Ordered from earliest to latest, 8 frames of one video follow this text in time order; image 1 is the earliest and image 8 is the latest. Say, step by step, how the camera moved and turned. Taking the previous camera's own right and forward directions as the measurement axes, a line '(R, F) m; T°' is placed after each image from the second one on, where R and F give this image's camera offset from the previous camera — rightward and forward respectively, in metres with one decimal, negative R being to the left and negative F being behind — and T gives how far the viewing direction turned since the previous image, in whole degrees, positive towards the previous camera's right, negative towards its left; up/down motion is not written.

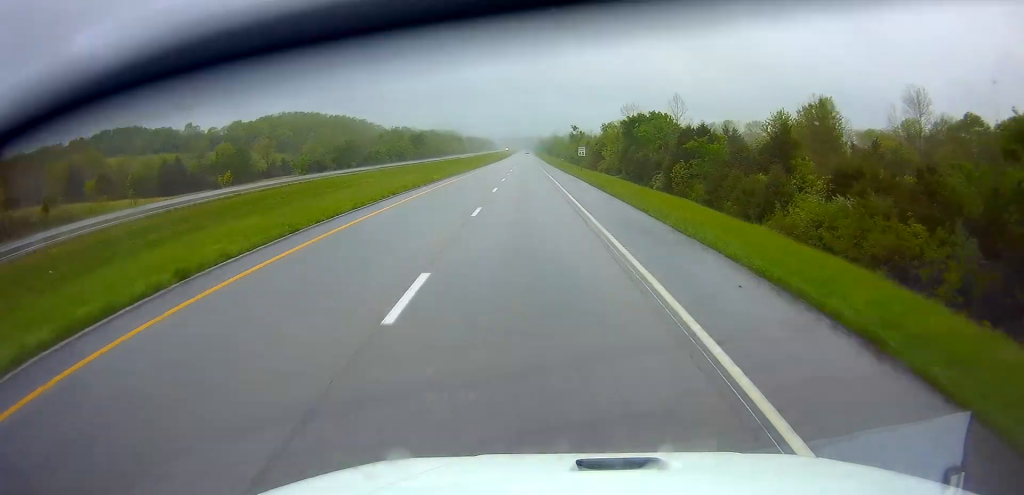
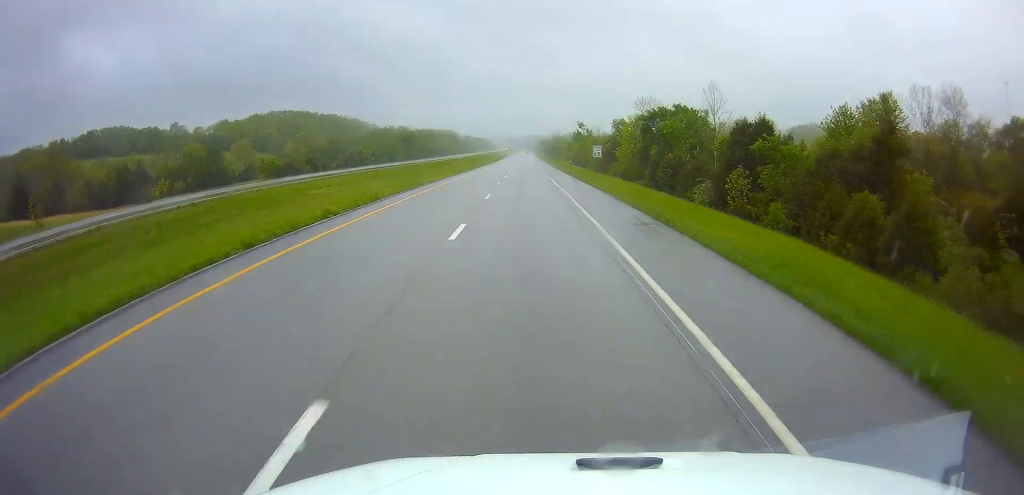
(+0.2, +17.7) m; 0°
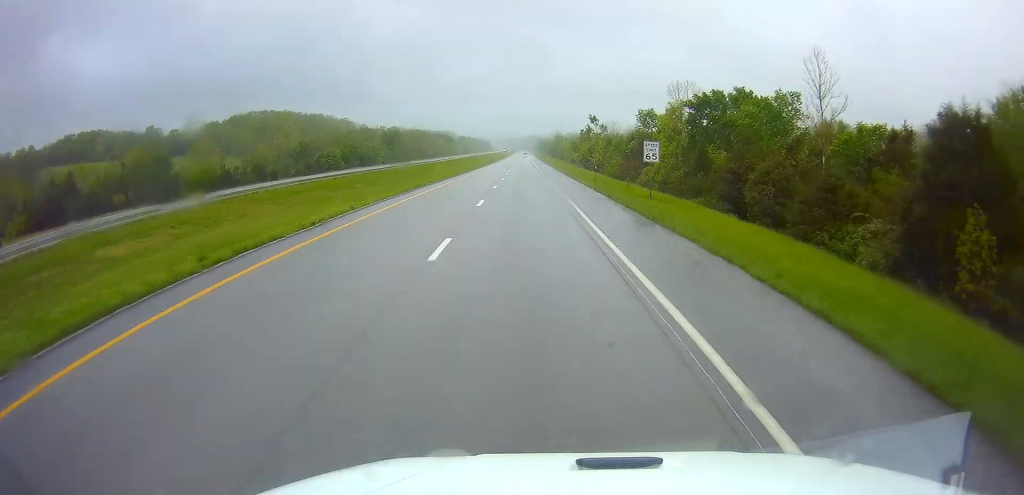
(0.0, +27.1) m; 0°
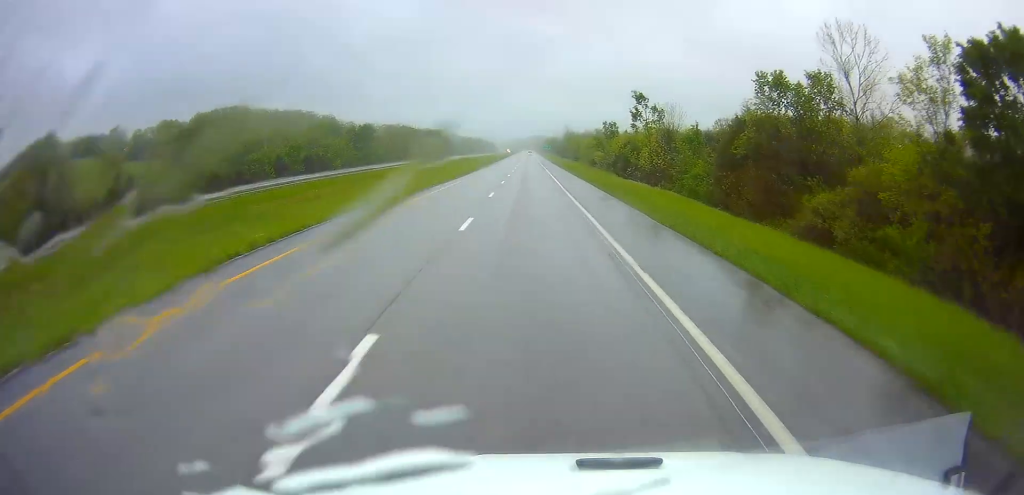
(-0.2, +44.6) m; 0°
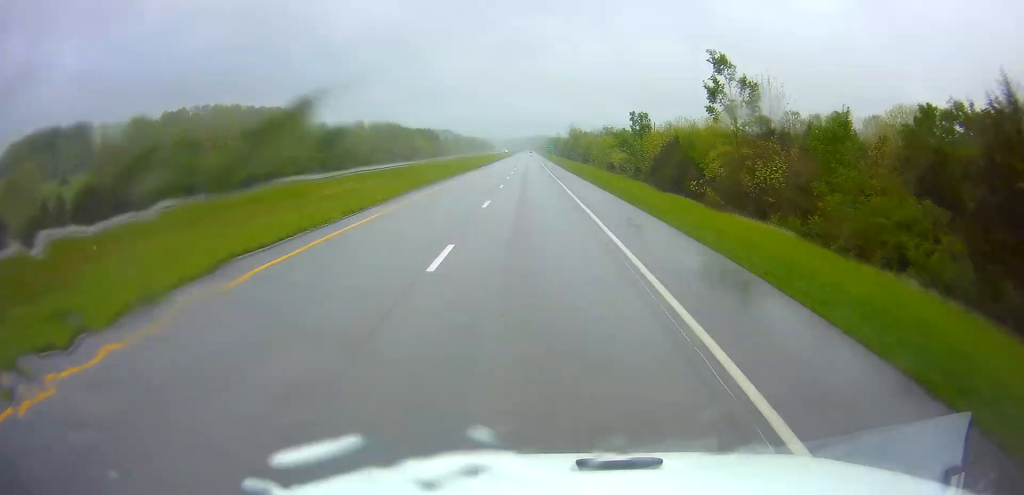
(+0.2, +30.1) m; 0°
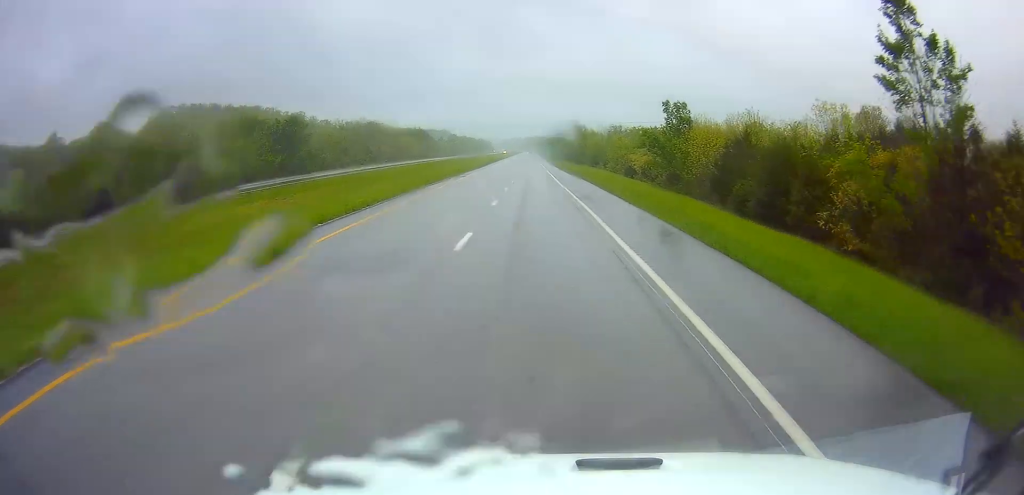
(-0.3, +21.7) m; 0°
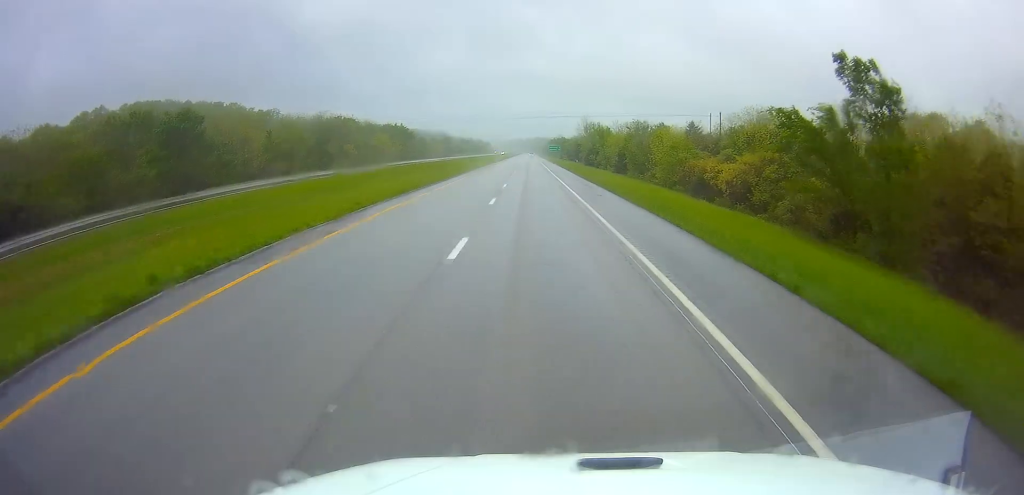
(+0.2, +38.3) m; 0°
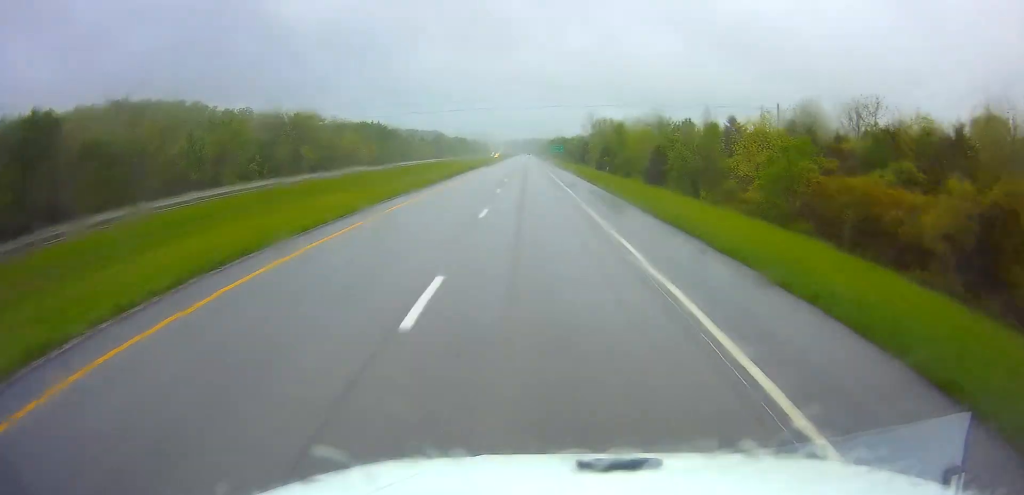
(-0.1, +28.9) m; 0°
